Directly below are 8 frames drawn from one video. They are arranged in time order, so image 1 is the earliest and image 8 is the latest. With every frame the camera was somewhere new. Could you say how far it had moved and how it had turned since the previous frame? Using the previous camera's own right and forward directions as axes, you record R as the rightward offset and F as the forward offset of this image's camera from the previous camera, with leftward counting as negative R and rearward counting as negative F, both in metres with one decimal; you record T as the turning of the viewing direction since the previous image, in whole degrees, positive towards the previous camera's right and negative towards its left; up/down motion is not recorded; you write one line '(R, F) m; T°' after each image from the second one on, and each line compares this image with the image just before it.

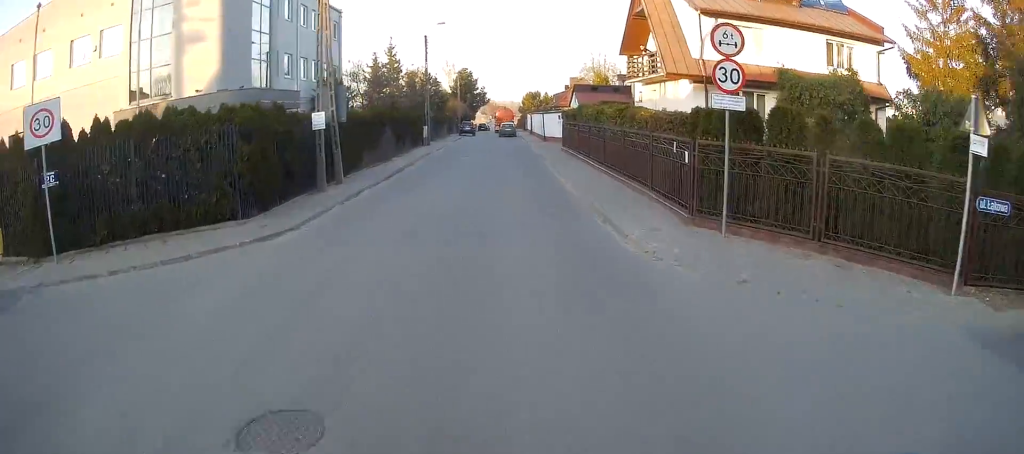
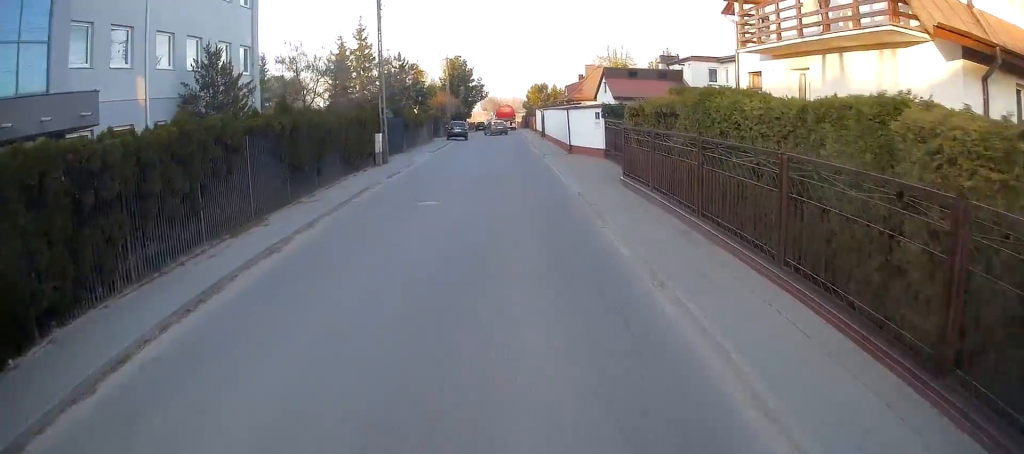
(-0.2, +17.0) m; -1°
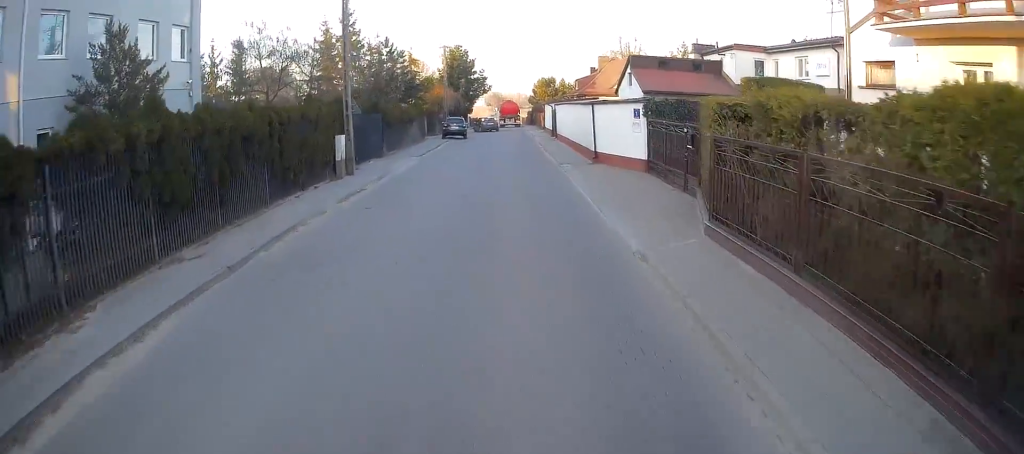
(-0.1, +6.7) m; +1°
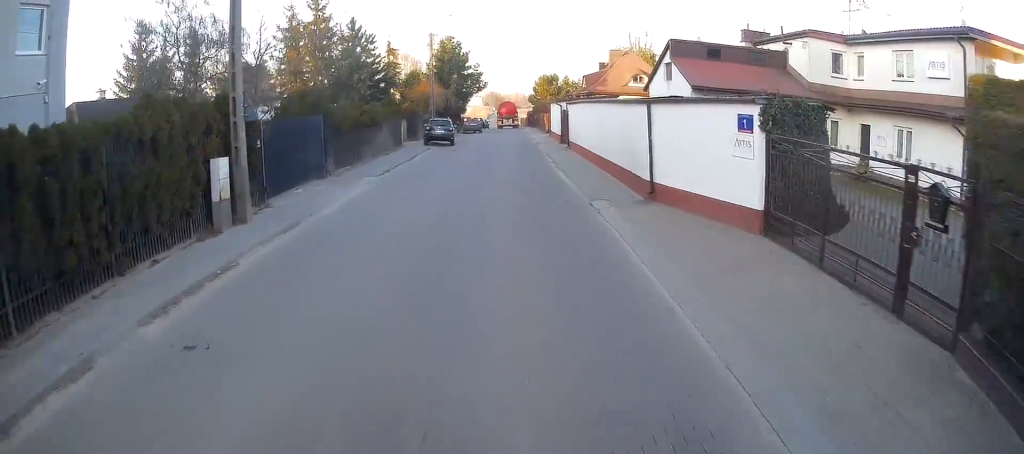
(+0.2, +8.3) m; 0°
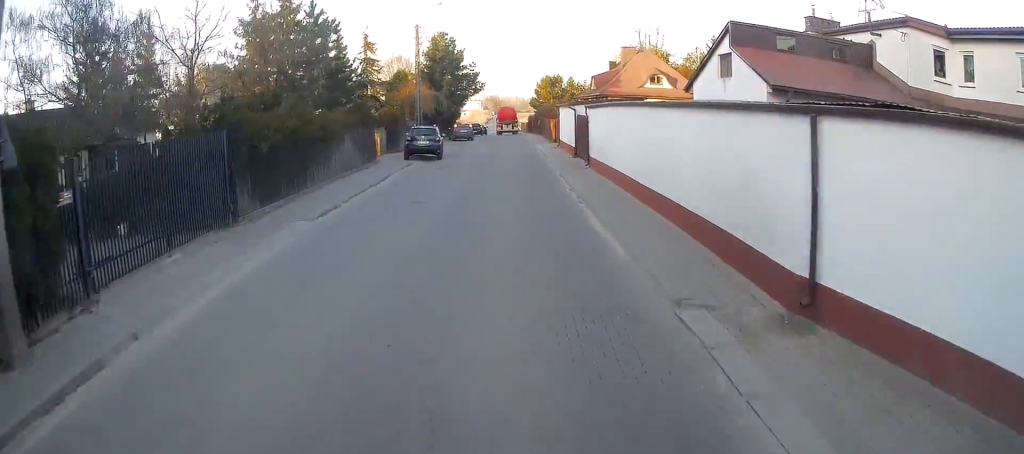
(0.0, +6.5) m; -1°
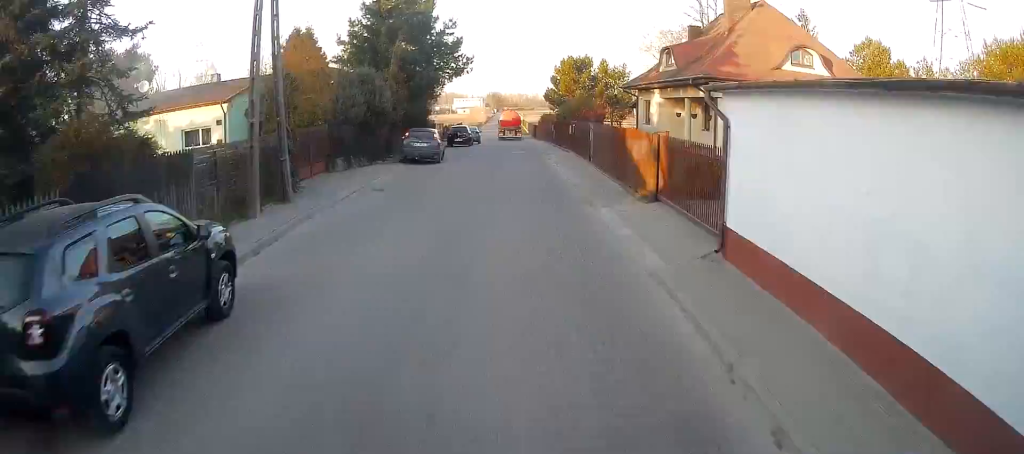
(-0.5, +23.9) m; -1°
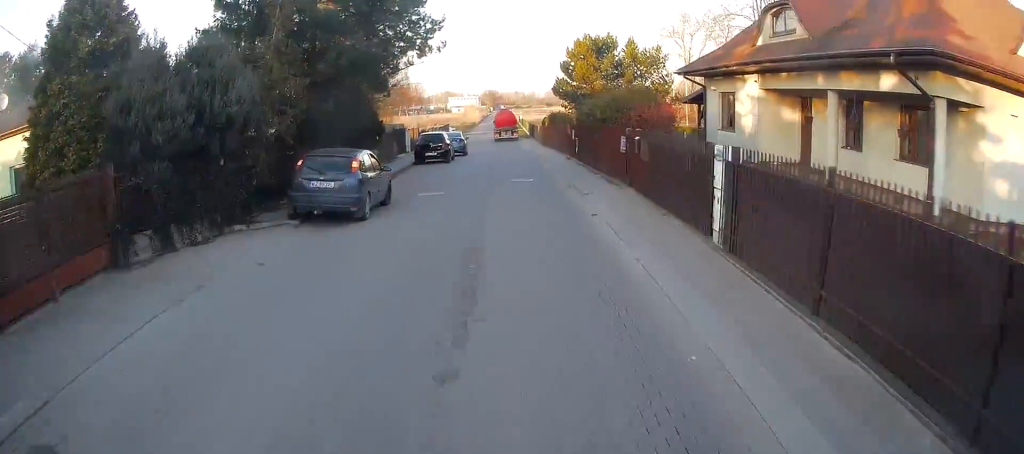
(+0.1, +13.8) m; +1°
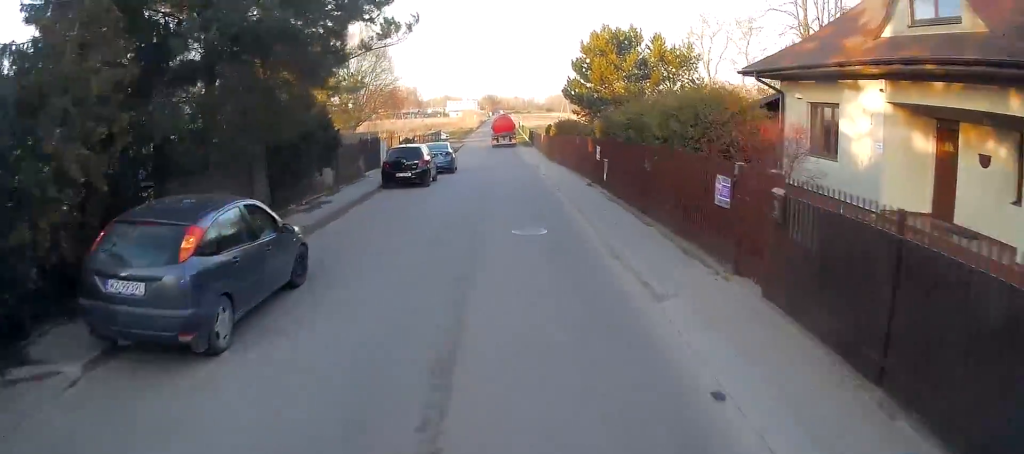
(-0.1, +7.3) m; +1°
